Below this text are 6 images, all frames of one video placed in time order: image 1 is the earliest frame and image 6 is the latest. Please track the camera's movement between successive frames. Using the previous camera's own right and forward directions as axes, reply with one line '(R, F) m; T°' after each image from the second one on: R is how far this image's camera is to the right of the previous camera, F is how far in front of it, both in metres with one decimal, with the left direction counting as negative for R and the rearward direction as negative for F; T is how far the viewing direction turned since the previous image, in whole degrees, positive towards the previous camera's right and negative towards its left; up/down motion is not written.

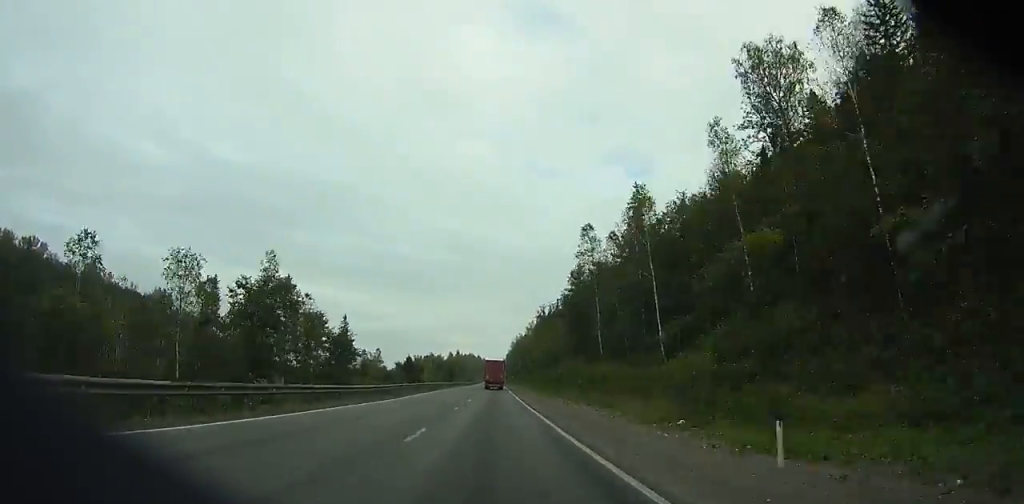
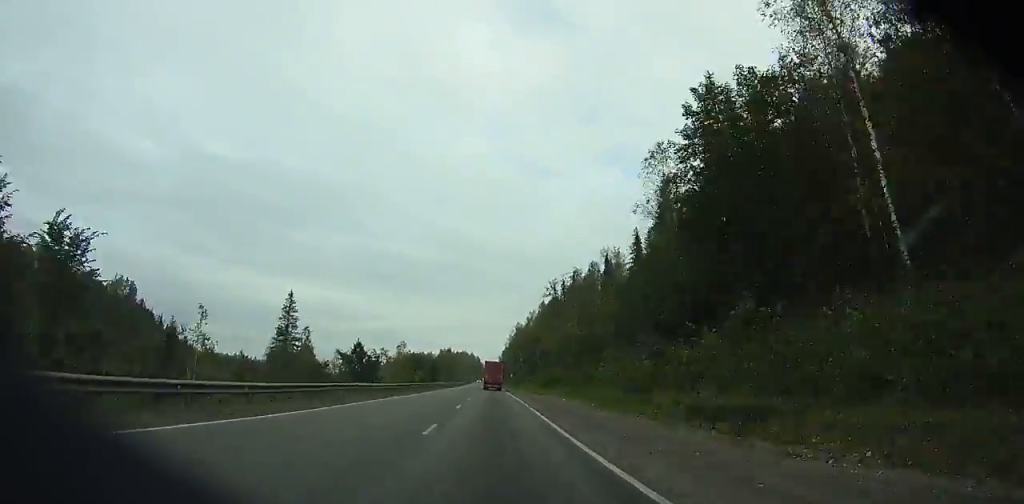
(+0.1, +45.3) m; 0°
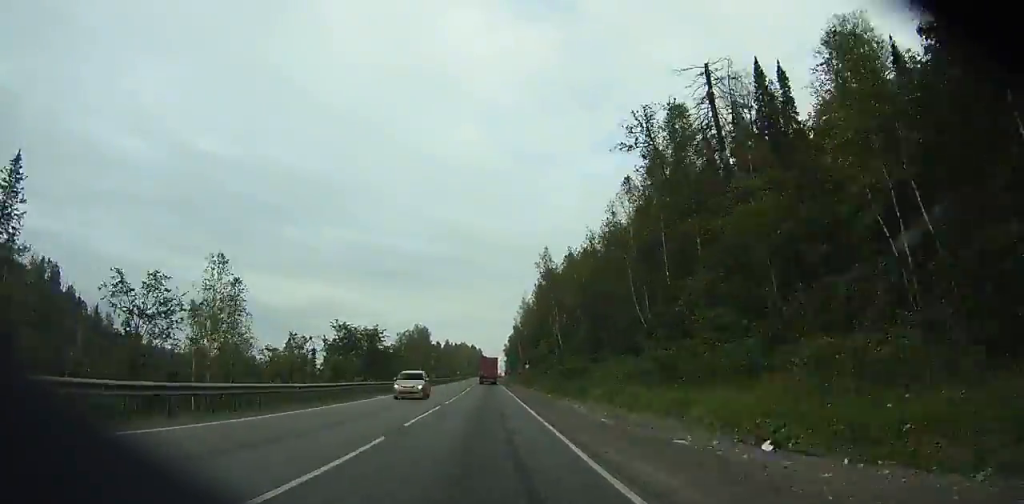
(+0.1, +87.7) m; -2°
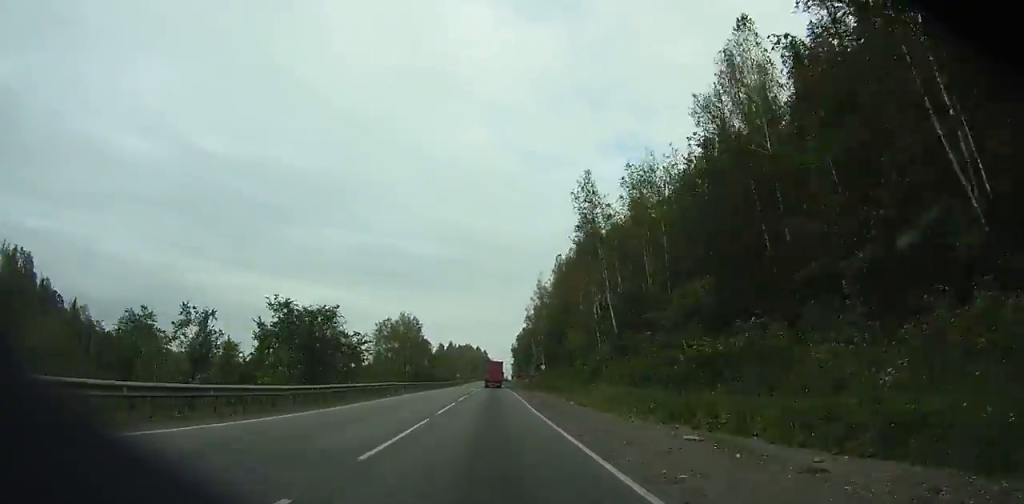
(+0.6, +30.2) m; -2°
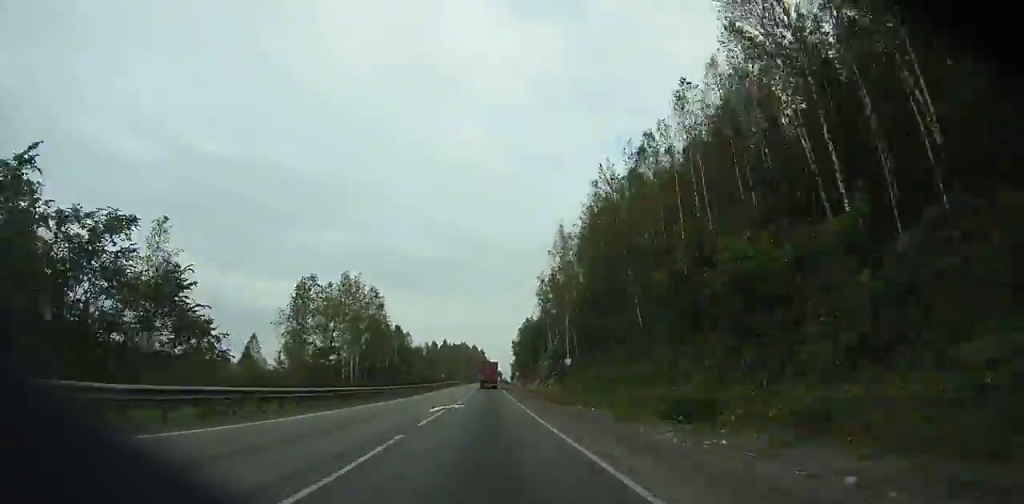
(-2.2, +39.8) m; -12°
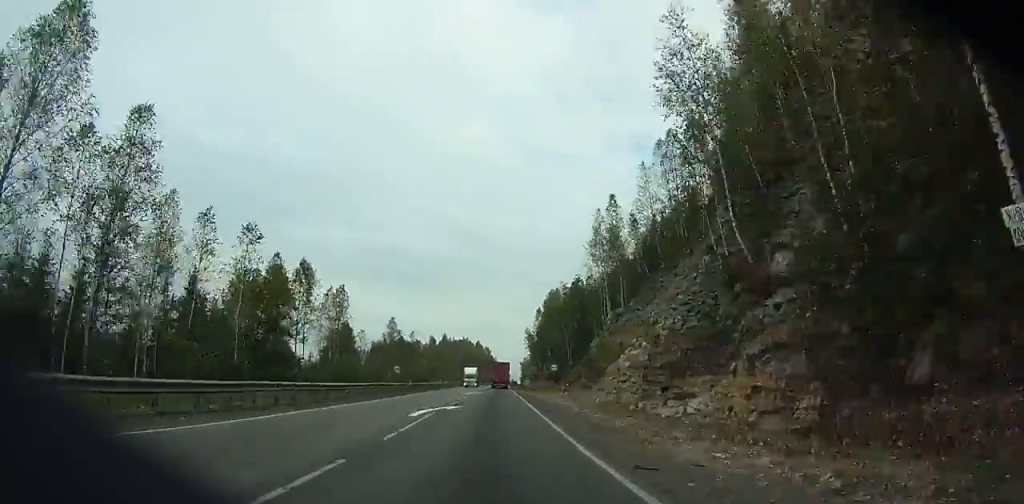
(-12.2, +55.2) m; +12°
